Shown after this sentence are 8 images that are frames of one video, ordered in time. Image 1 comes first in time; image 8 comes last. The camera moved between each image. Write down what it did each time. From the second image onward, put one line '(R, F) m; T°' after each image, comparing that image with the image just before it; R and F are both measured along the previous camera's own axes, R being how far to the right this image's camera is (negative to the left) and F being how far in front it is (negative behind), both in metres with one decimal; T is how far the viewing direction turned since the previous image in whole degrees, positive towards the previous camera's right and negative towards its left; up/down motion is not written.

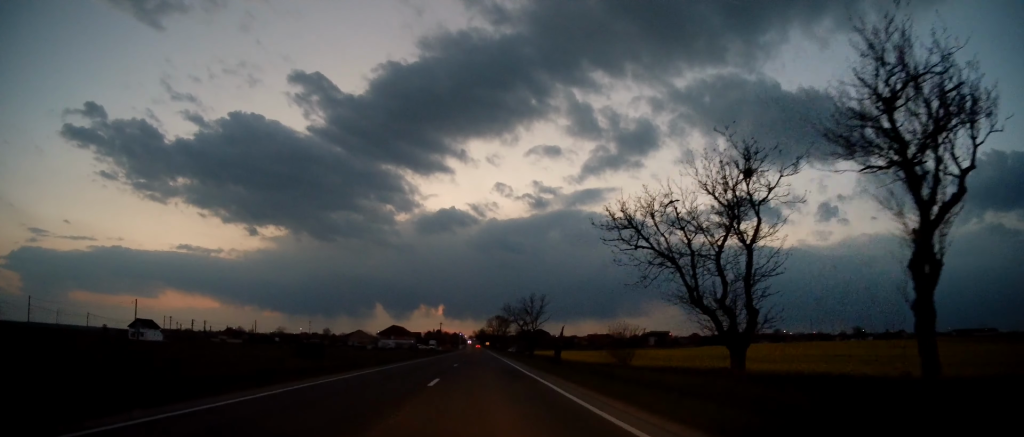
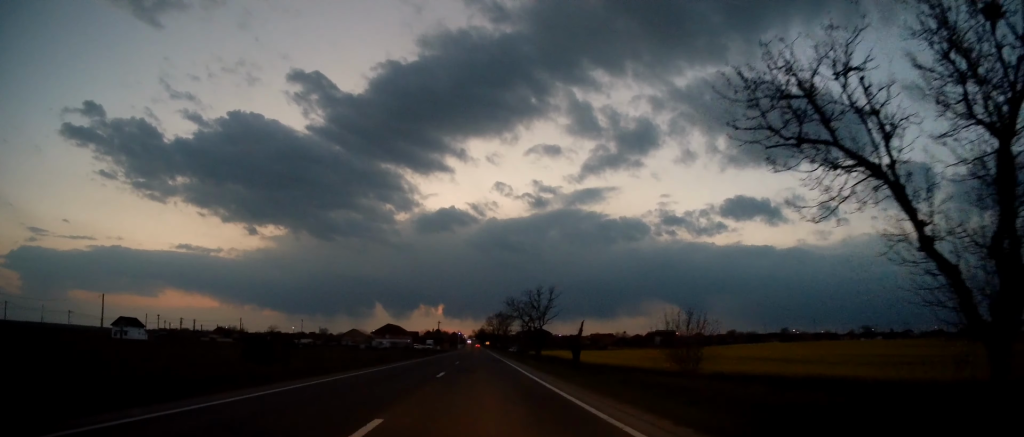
(+0.2, +10.4) m; 0°
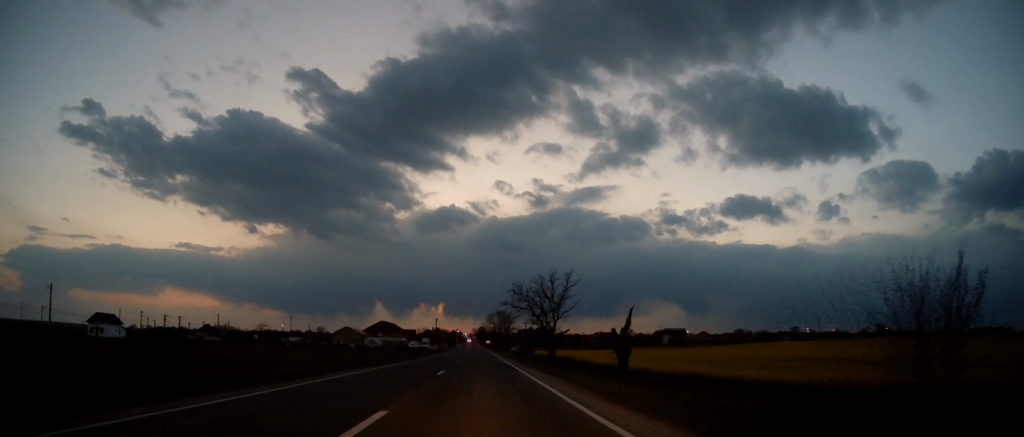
(+0.1, +13.9) m; 0°
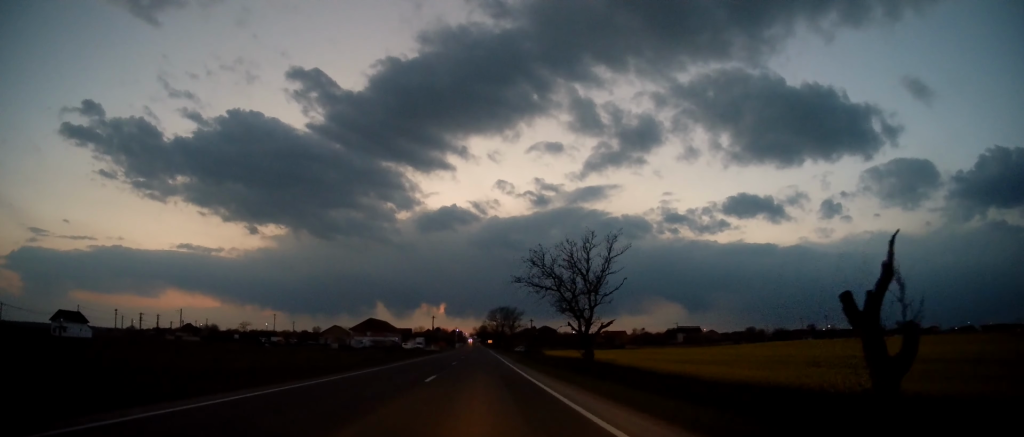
(-0.2, +19.3) m; 0°
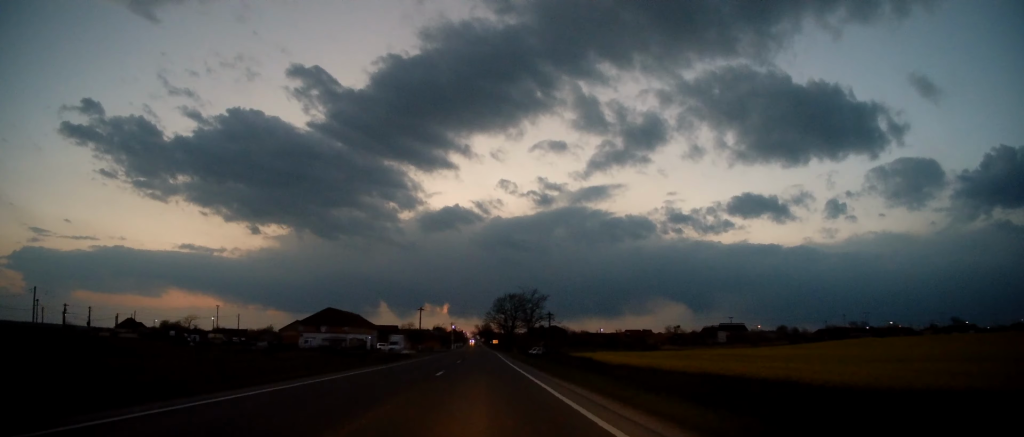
(0.0, +47.7) m; 0°
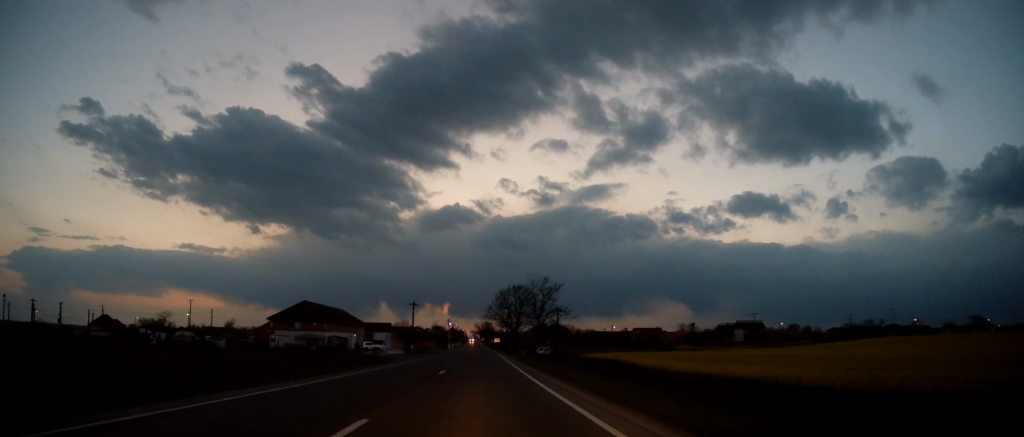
(0.0, +15.9) m; 0°
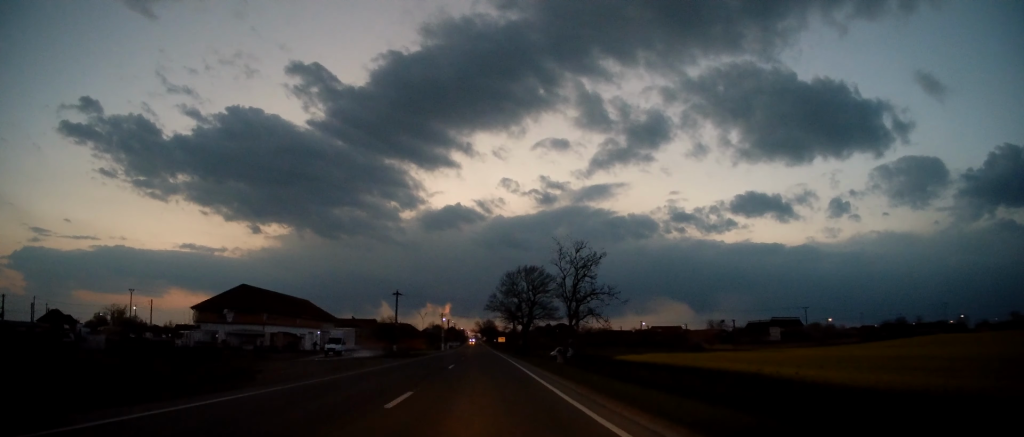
(+0.1, +27.4) m; 0°
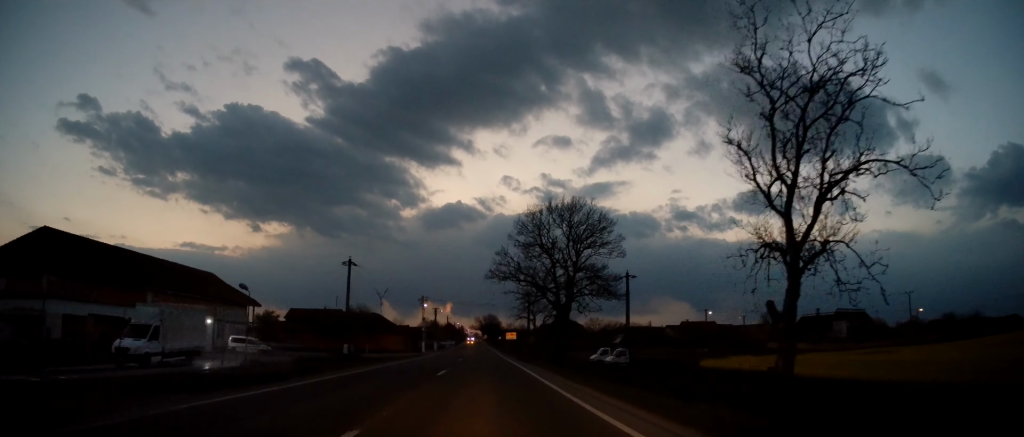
(0.0, +38.6) m; -1°
